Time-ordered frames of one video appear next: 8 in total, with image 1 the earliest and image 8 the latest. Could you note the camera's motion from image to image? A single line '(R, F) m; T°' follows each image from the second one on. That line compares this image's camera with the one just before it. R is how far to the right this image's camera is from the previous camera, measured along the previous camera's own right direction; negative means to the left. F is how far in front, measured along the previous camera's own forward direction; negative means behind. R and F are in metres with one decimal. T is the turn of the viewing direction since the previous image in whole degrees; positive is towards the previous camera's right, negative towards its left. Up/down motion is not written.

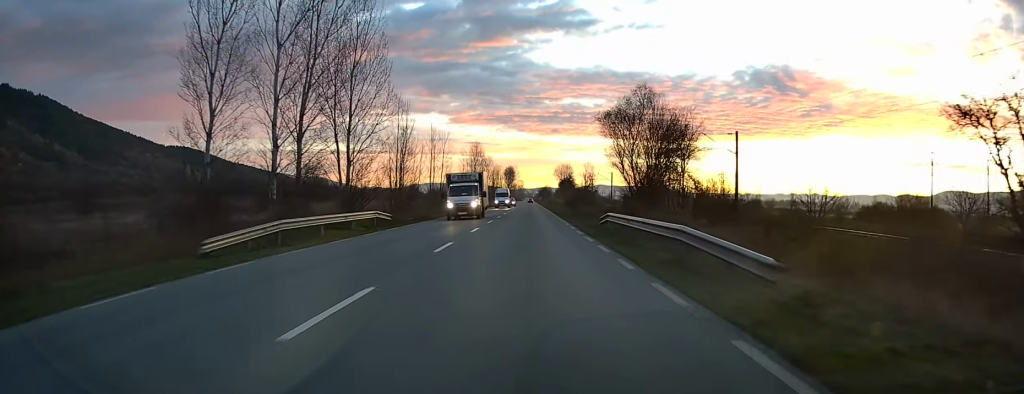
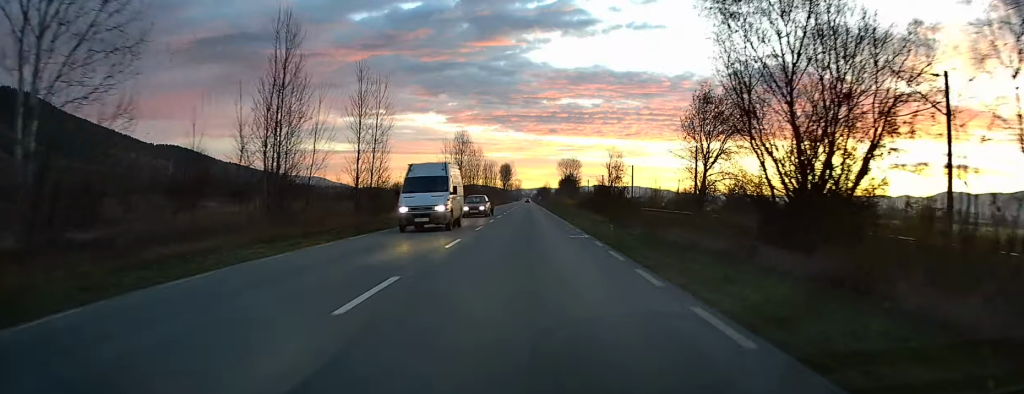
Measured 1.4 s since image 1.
(+0.4, +34.6) m; +1°
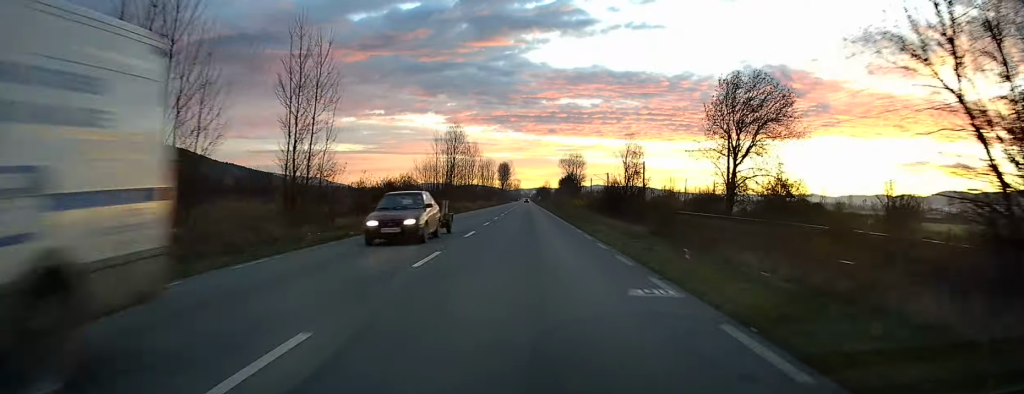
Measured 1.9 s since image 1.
(+0.2, +13.2) m; 0°
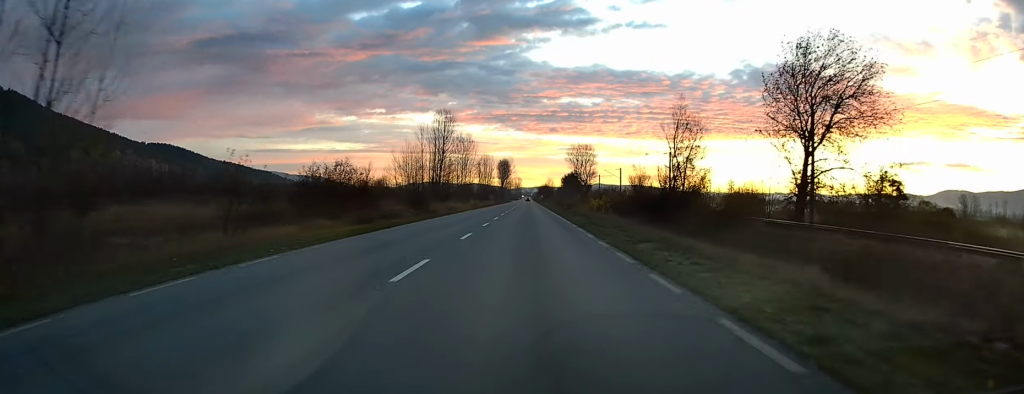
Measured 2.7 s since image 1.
(-0.3, +20.0) m; -1°
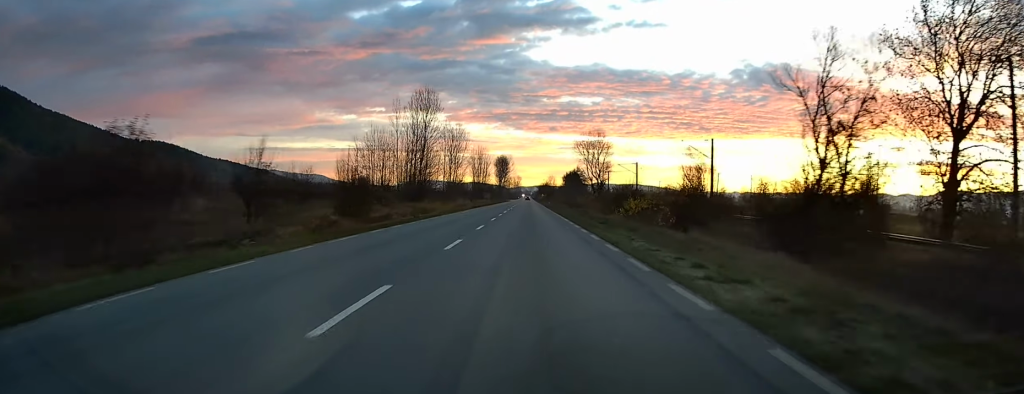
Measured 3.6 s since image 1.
(-0.1, +21.6) m; 0°
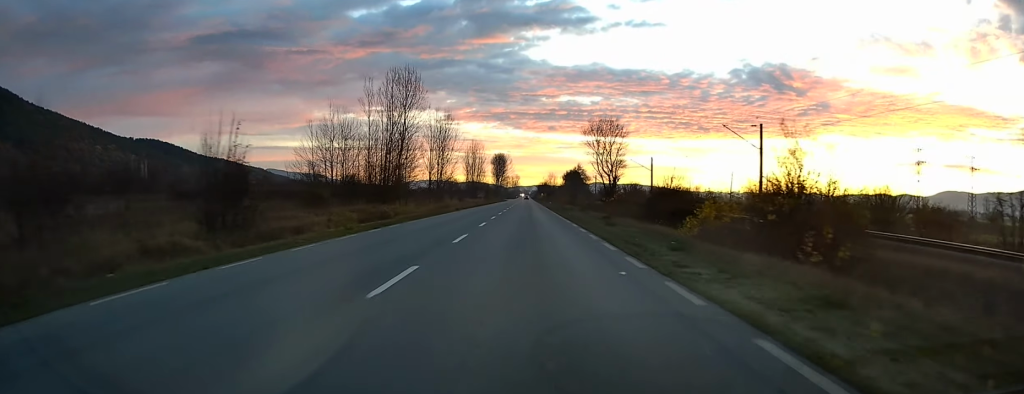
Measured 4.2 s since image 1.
(0.0, +15.7) m; 0°
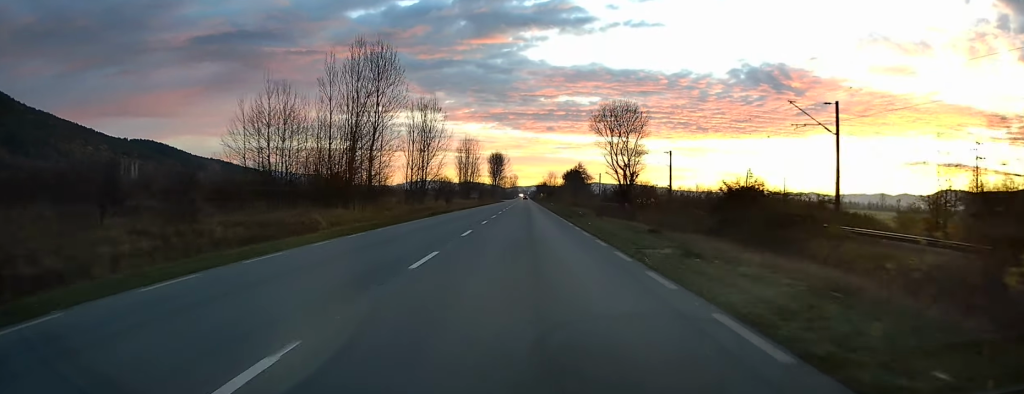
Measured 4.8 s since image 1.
(0.0, +14.8) m; 0°
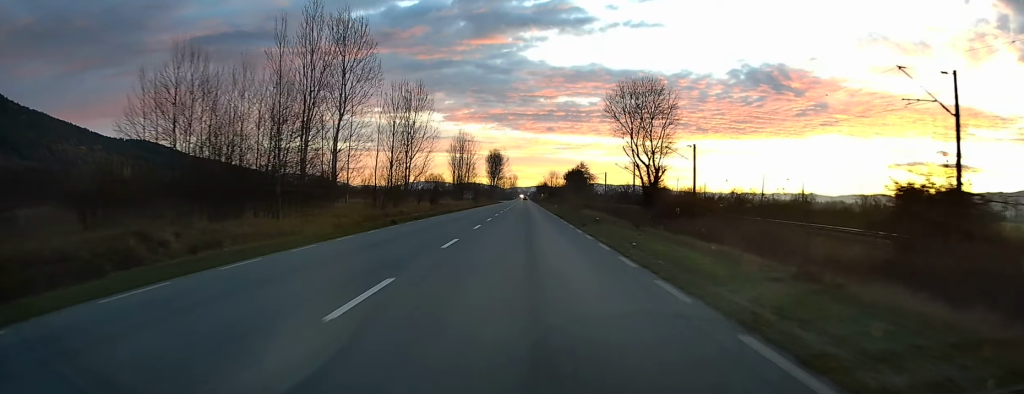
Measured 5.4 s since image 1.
(0.0, +13.2) m; 0°
